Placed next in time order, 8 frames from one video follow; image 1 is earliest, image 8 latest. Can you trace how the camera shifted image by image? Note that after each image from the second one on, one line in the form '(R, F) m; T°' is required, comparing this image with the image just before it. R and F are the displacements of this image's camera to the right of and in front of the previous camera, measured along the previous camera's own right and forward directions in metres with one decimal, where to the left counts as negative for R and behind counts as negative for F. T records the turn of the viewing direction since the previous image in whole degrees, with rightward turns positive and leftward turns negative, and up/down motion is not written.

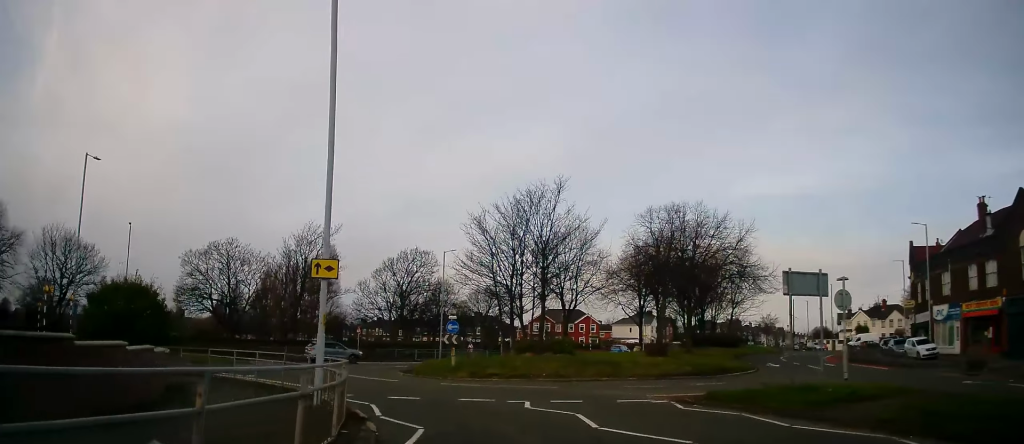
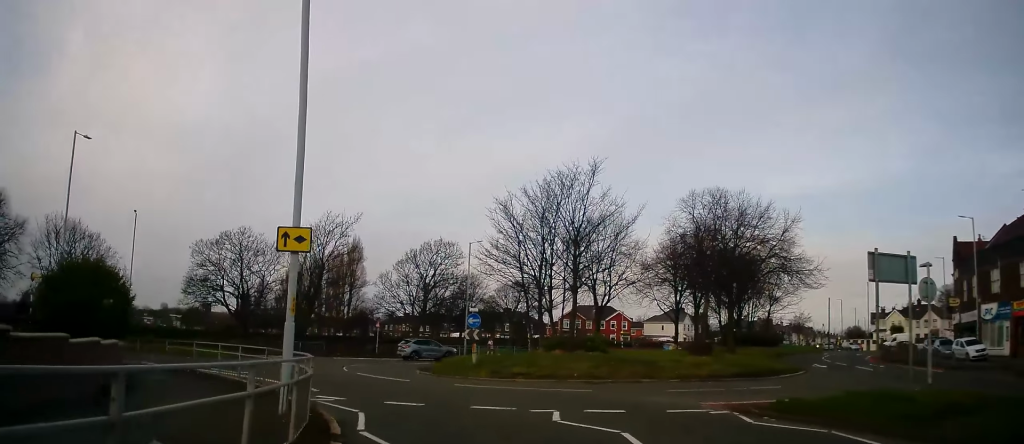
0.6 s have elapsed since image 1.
(-0.1, +3.3) m; -3°
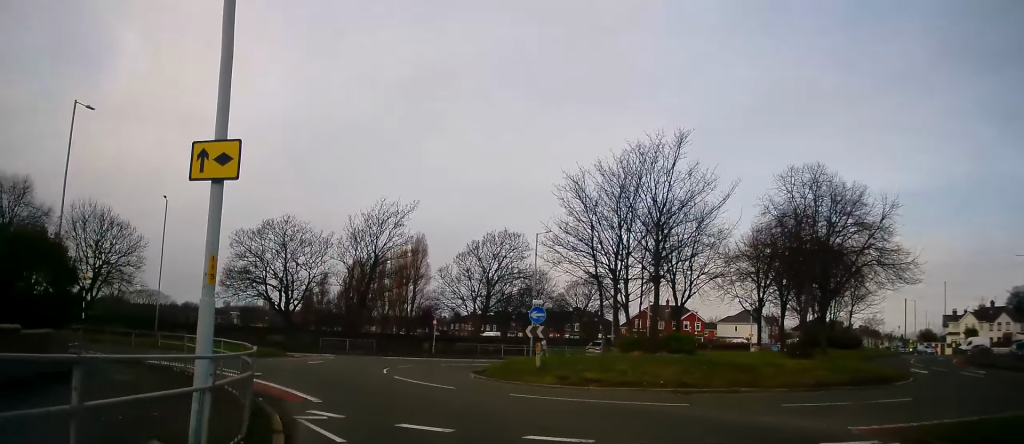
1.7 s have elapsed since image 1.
(-0.2, +4.8) m; -5°
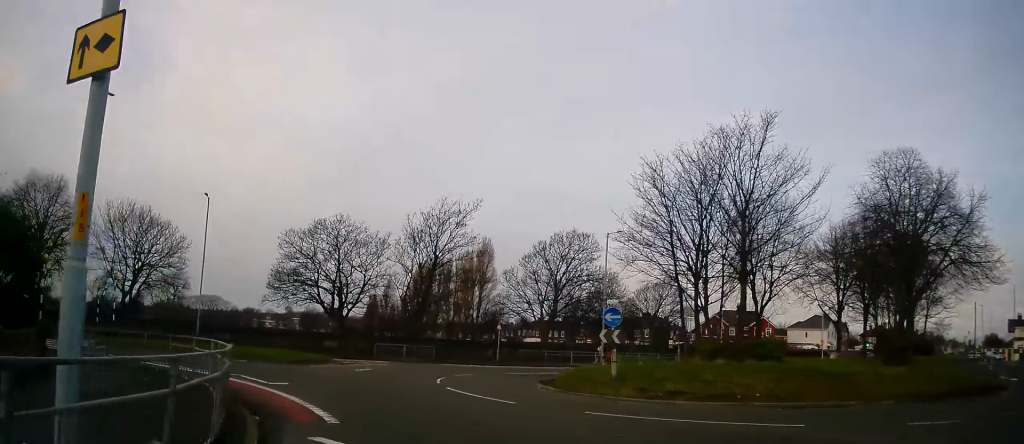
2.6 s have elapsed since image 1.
(-0.1, +3.1) m; -11°
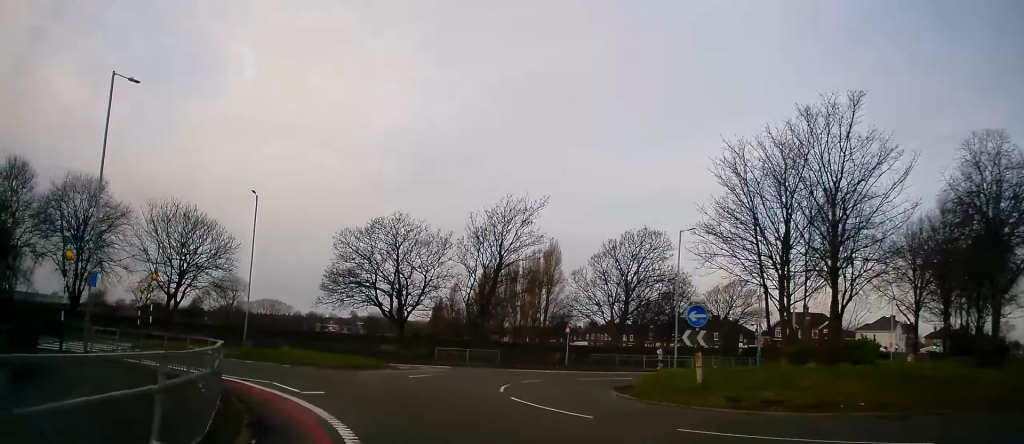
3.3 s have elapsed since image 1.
(-0.4, +2.2) m; -3°
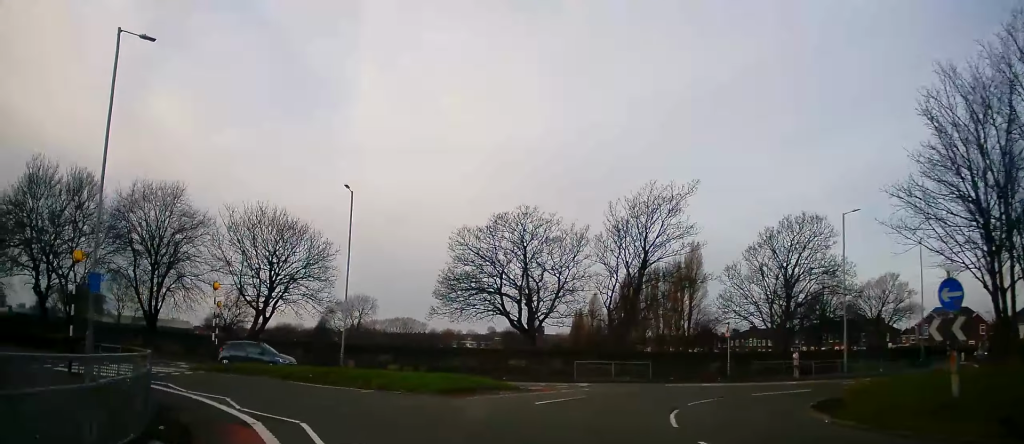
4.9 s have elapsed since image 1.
(-0.3, +5.5) m; -13°
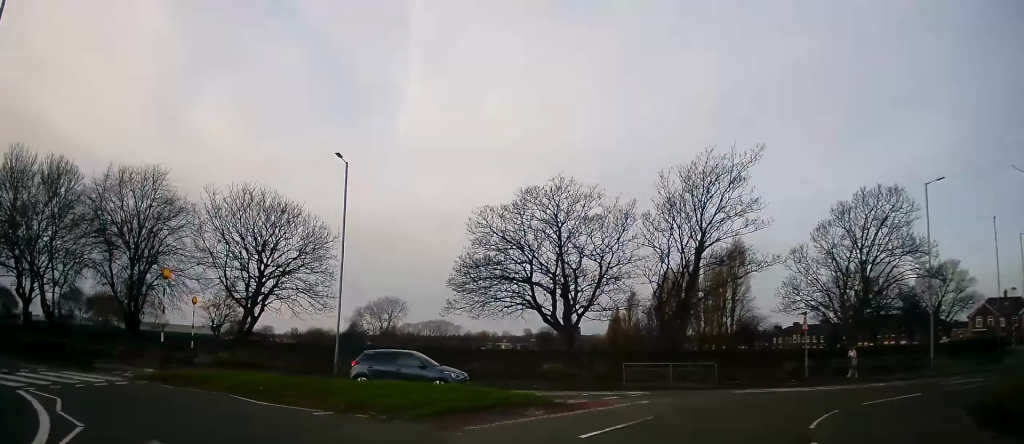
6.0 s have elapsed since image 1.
(-0.7, +5.5) m; -4°
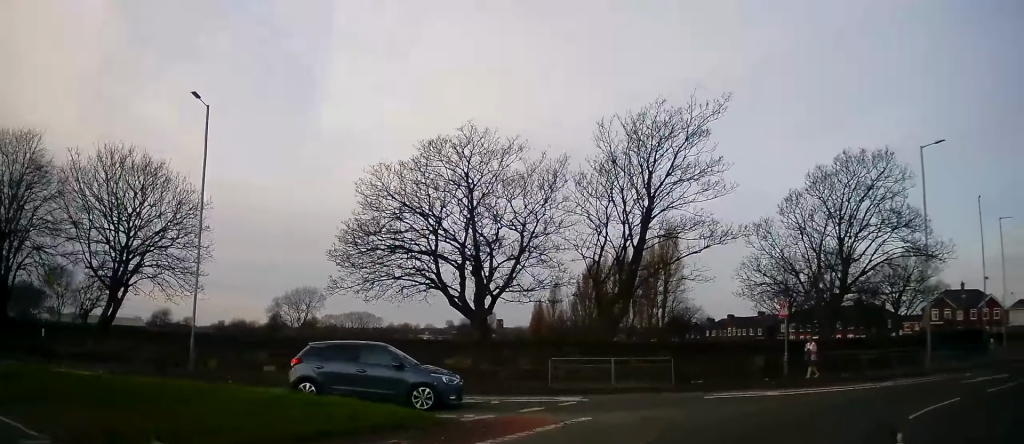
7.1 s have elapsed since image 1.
(+0.4, +6.1) m; +8°
